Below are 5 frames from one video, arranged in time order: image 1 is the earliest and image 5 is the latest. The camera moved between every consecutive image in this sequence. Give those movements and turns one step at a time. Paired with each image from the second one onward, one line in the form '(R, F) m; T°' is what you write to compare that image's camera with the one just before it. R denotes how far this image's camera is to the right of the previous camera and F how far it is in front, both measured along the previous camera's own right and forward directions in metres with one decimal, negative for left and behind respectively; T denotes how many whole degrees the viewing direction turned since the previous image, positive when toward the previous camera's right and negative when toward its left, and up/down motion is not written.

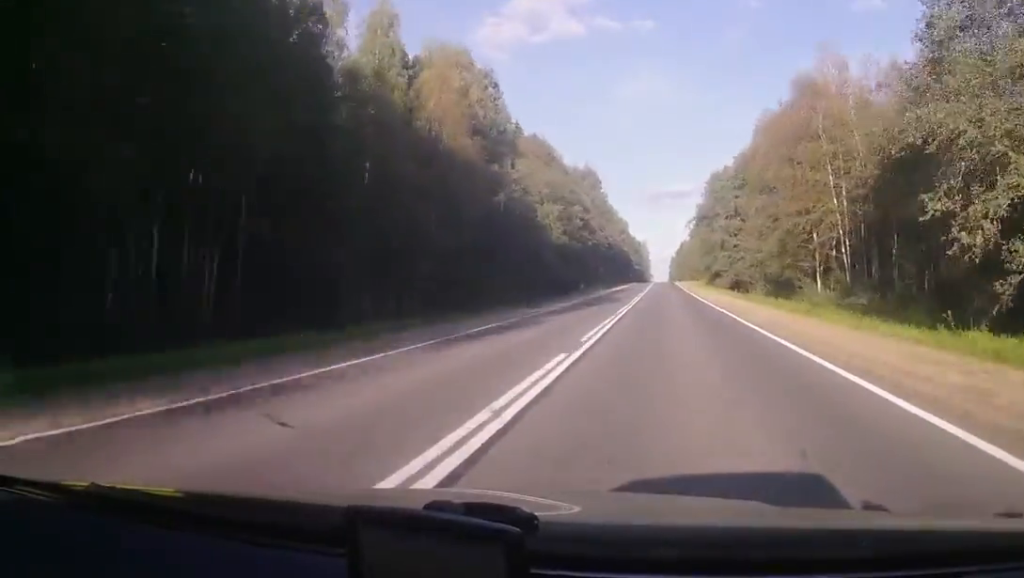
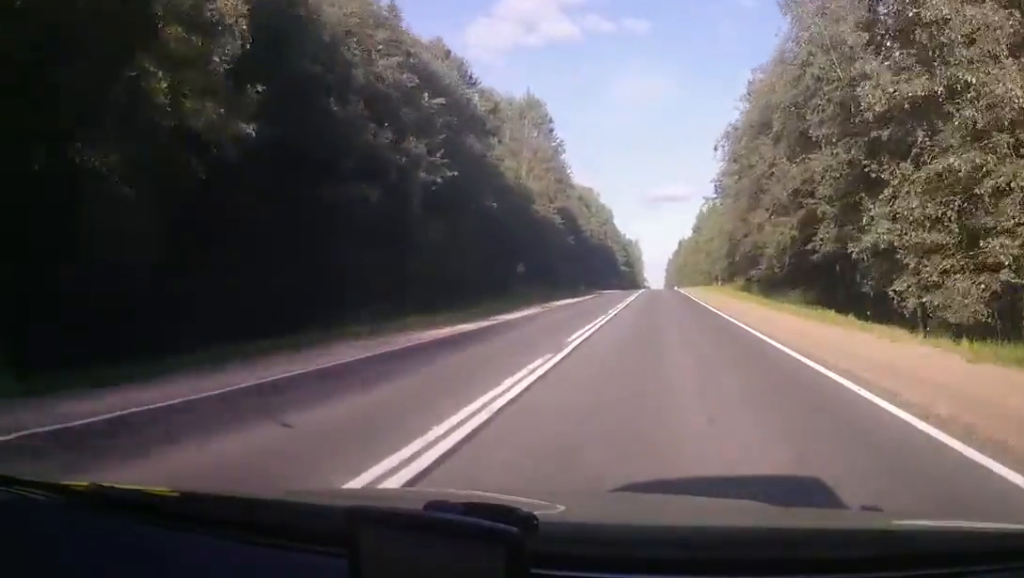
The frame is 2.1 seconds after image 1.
(+0.6, +60.0) m; +1°
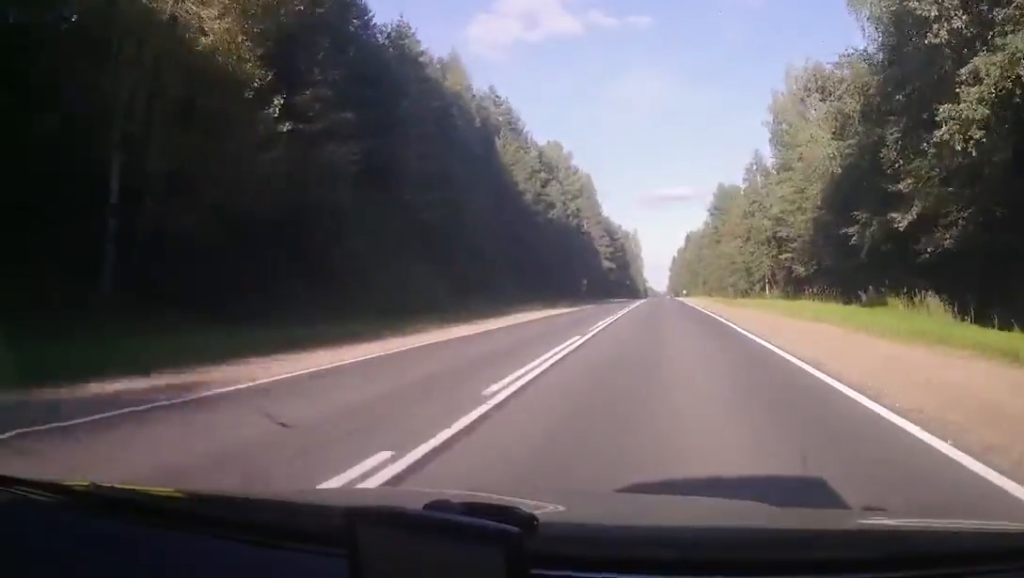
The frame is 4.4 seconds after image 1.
(+0.1, +66.1) m; 0°
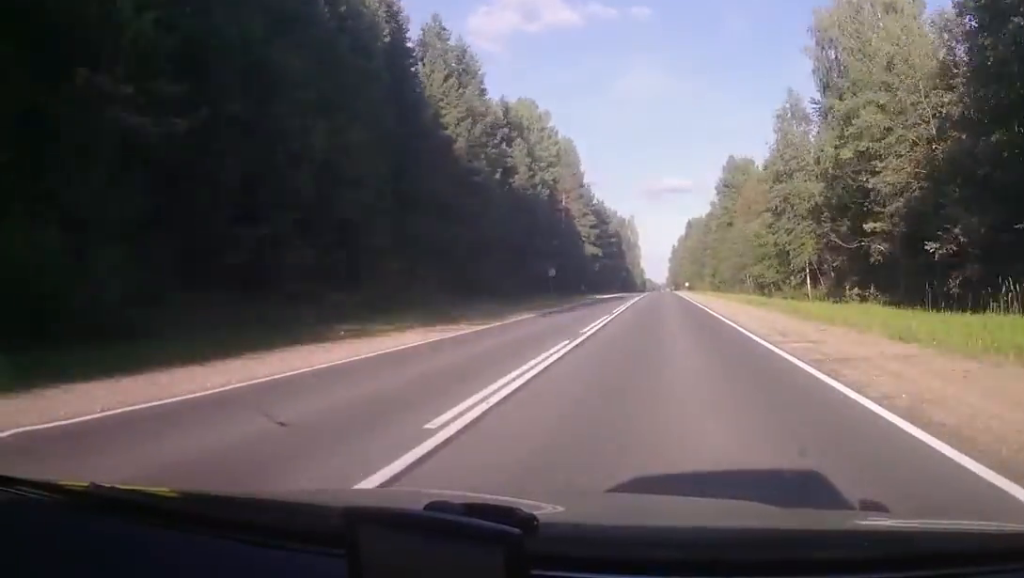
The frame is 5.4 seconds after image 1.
(-0.1, +26.3) m; 0°
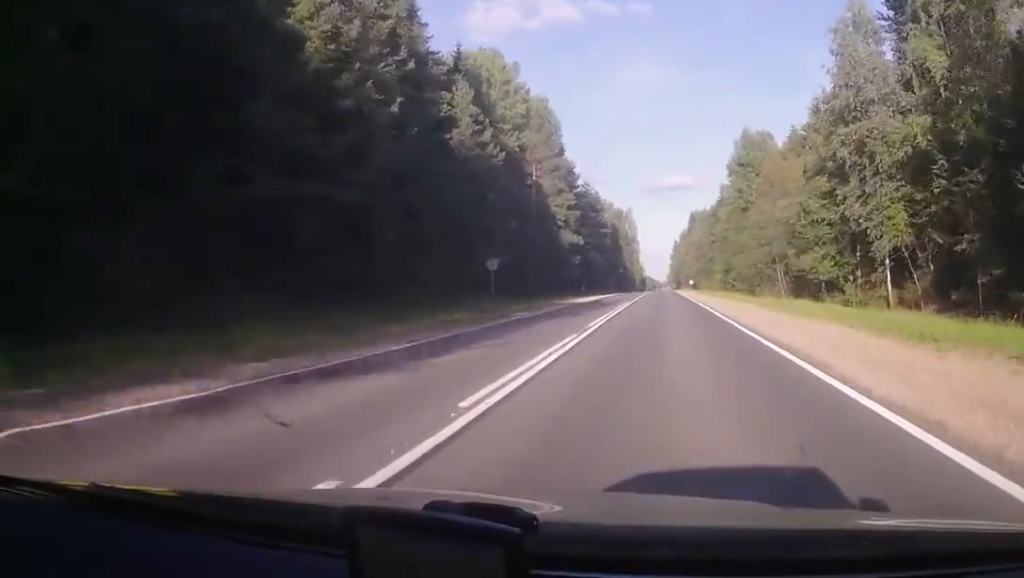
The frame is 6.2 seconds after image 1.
(+0.1, +23.4) m; +1°
